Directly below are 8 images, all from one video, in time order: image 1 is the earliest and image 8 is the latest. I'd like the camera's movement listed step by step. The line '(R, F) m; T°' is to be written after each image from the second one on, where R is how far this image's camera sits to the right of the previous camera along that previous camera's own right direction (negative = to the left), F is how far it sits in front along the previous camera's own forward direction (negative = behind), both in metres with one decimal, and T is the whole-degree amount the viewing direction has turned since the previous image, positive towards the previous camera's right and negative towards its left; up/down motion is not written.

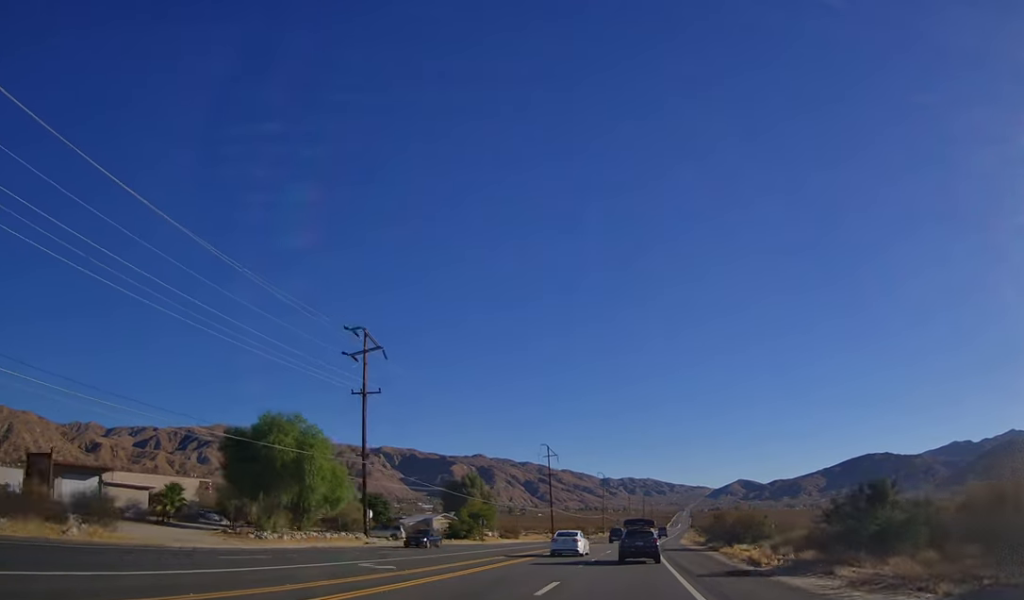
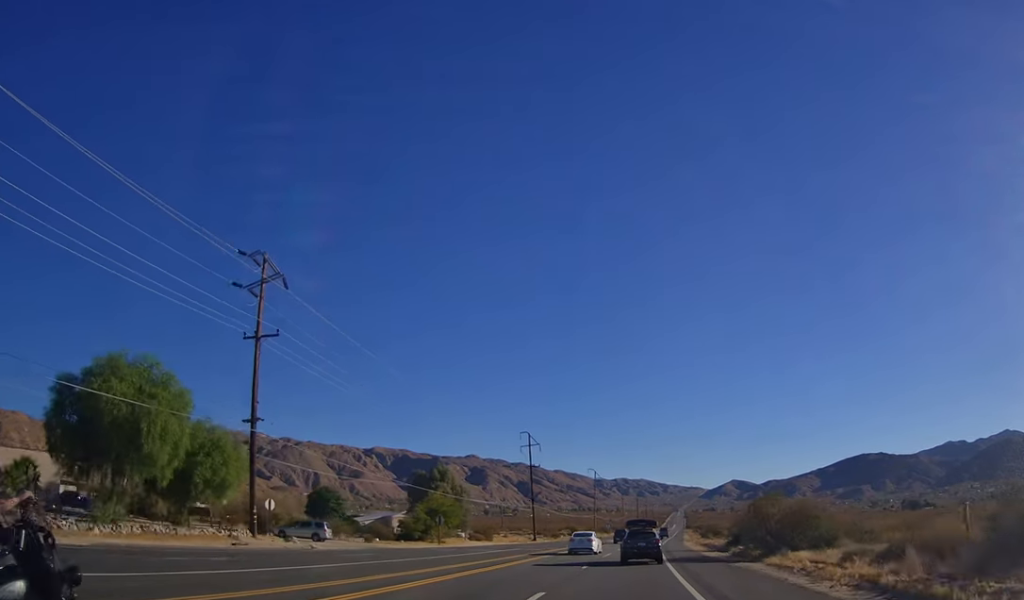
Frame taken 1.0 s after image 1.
(+0.1, +17.5) m; 0°
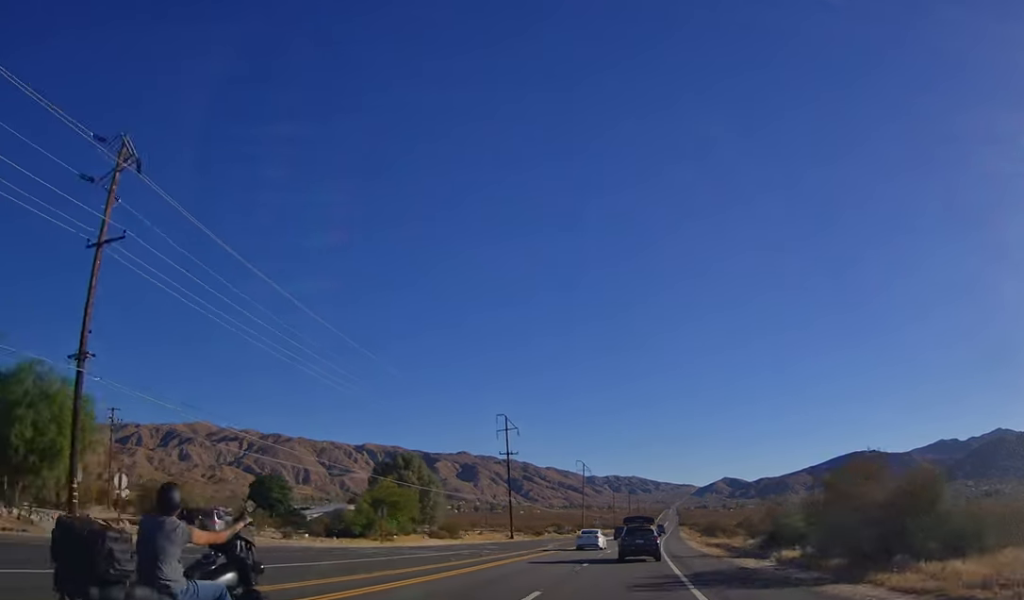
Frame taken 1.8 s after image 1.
(0.0, +14.0) m; 0°
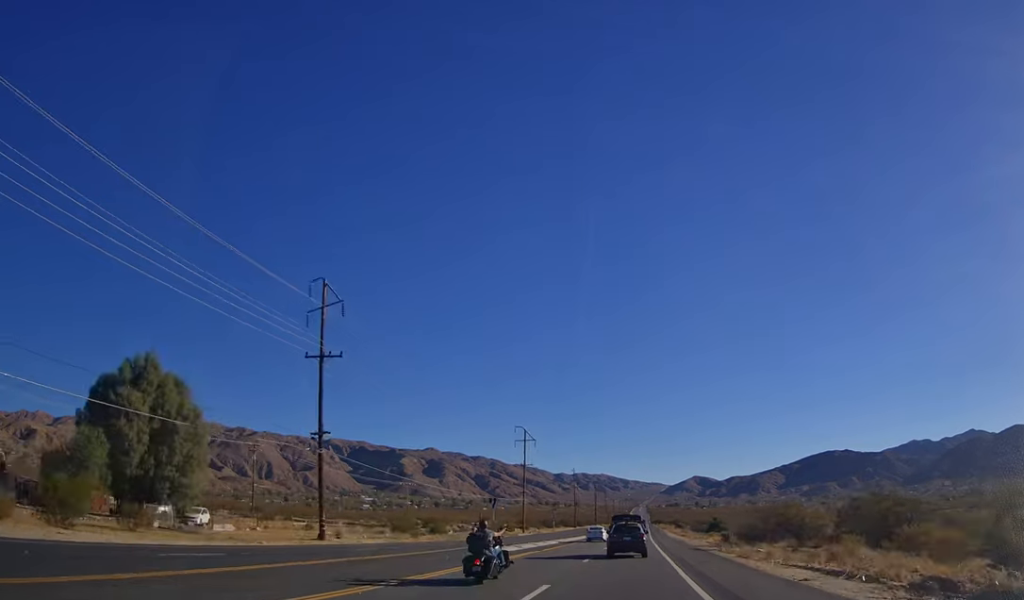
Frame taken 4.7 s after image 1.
(+1.0, +56.6) m; +3°
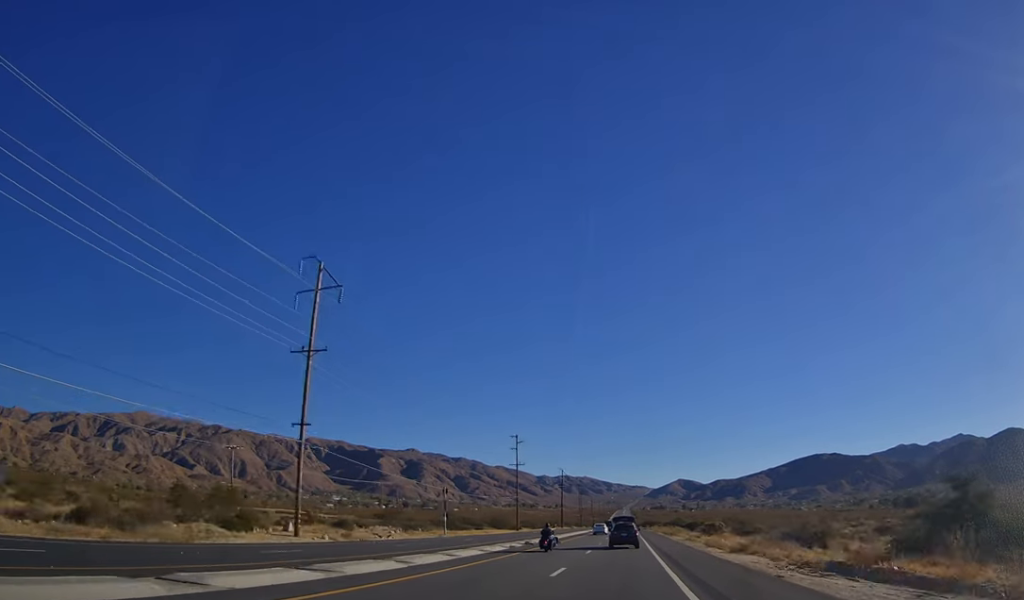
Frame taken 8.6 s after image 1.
(+2.4, +81.8) m; +1°
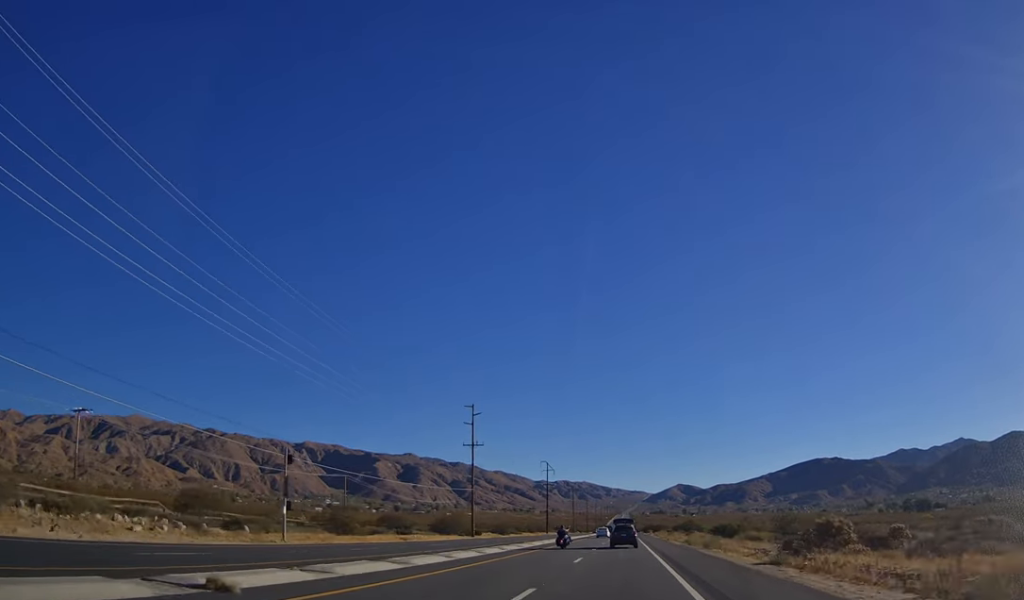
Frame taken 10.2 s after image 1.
(-0.3, +36.2) m; -1°
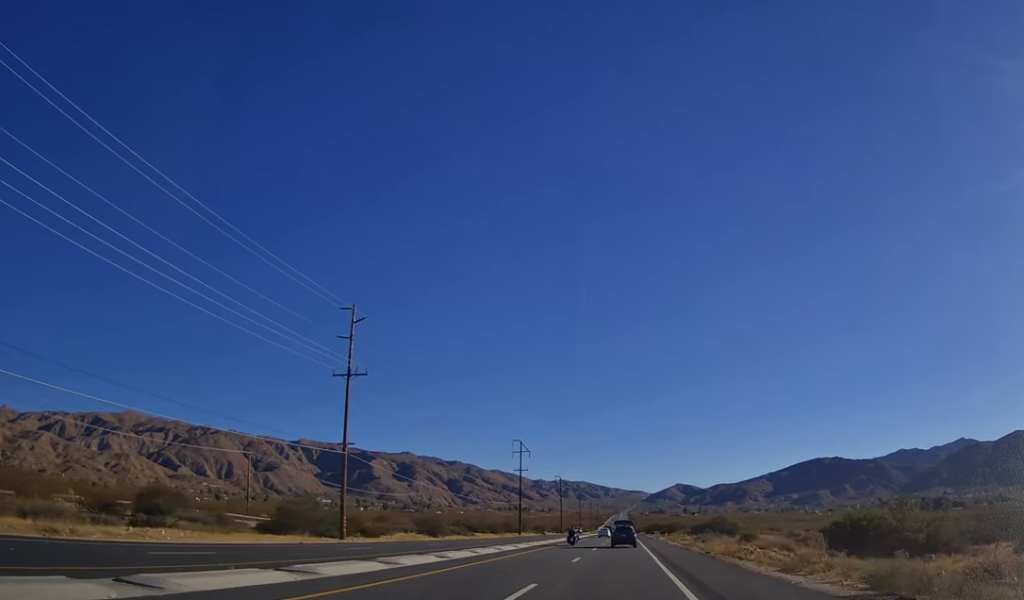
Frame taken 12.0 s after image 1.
(-0.1, +42.5) m; 0°
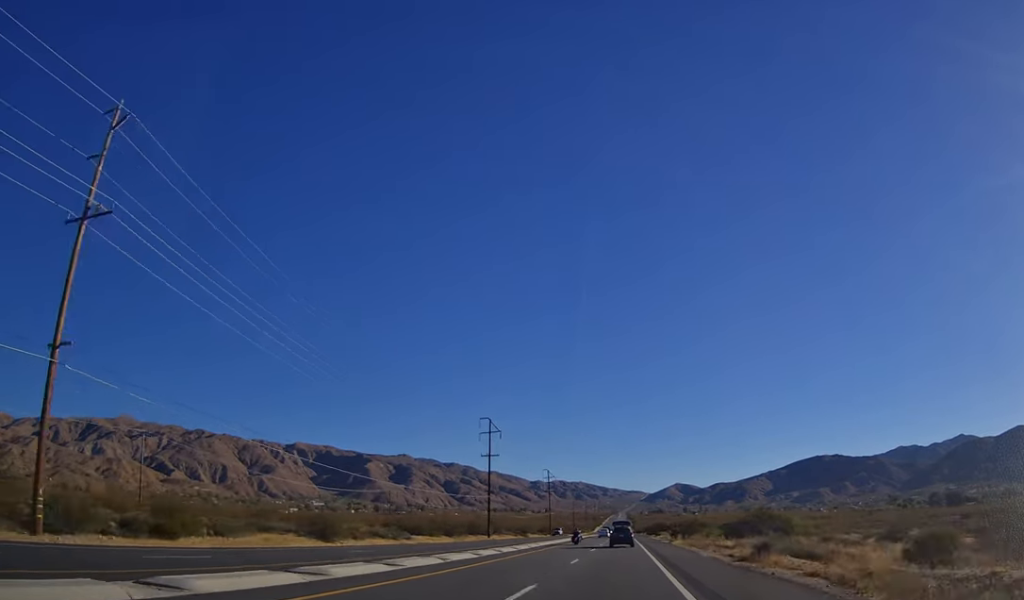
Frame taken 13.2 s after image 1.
(+0.3, +29.5) m; 0°
